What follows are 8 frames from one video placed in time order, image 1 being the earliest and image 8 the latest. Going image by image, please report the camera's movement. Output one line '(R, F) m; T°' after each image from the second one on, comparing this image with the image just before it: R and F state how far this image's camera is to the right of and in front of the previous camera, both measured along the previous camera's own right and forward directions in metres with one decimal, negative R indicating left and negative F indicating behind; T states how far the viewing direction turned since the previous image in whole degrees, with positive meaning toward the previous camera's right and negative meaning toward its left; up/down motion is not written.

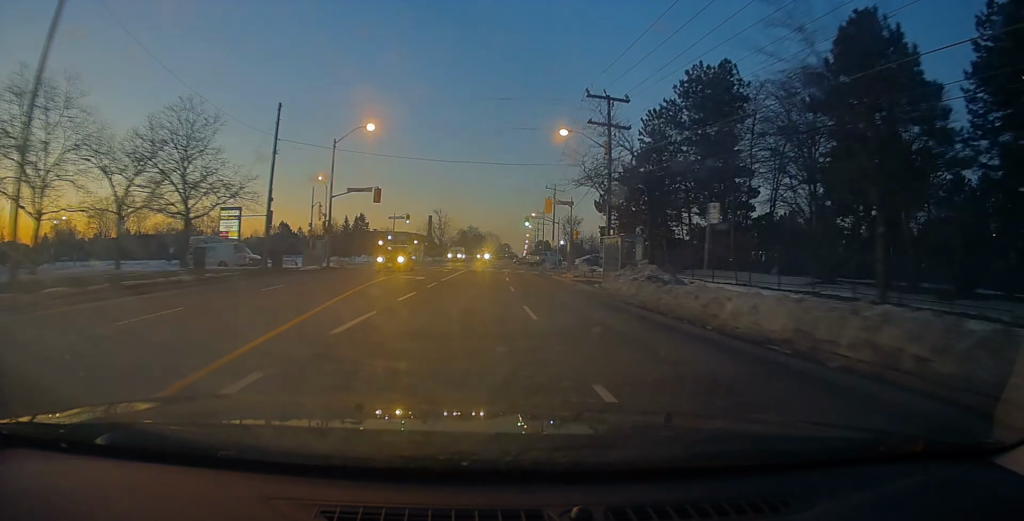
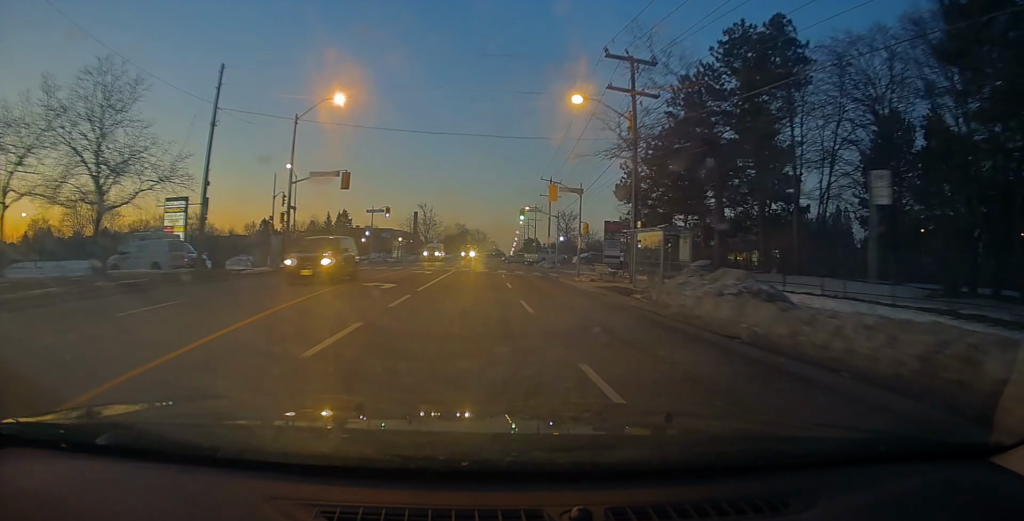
(-0.1, +8.0) m; +1°
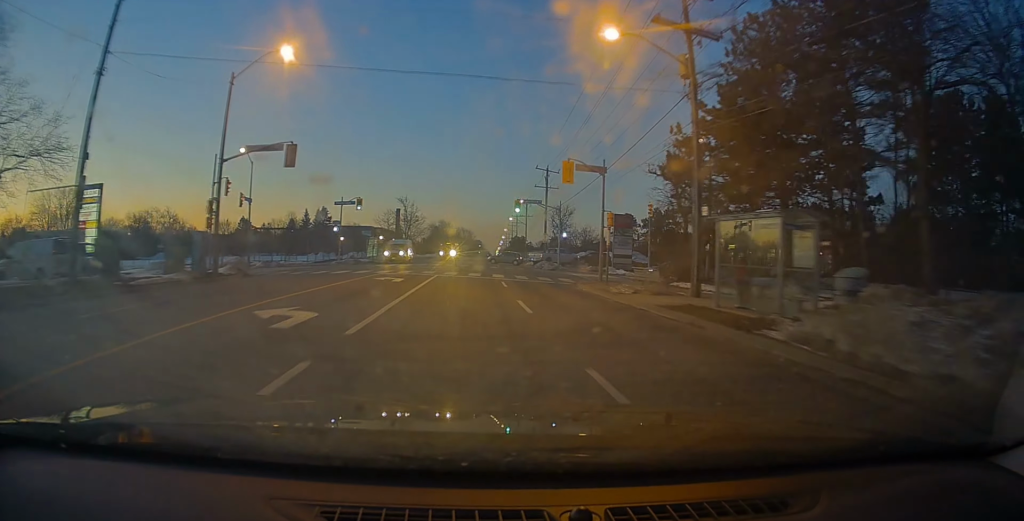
(+0.4, +9.5) m; +1°
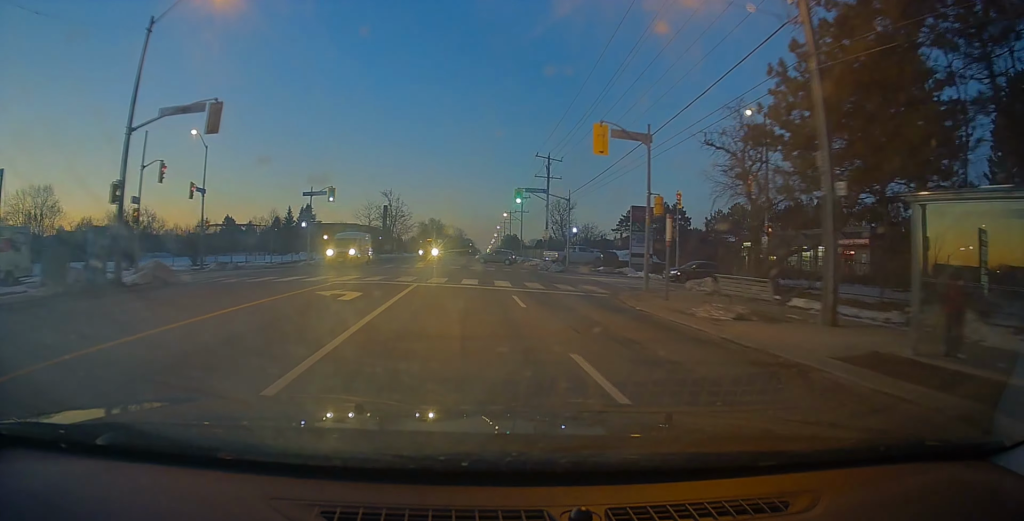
(+0.1, +8.6) m; +1°
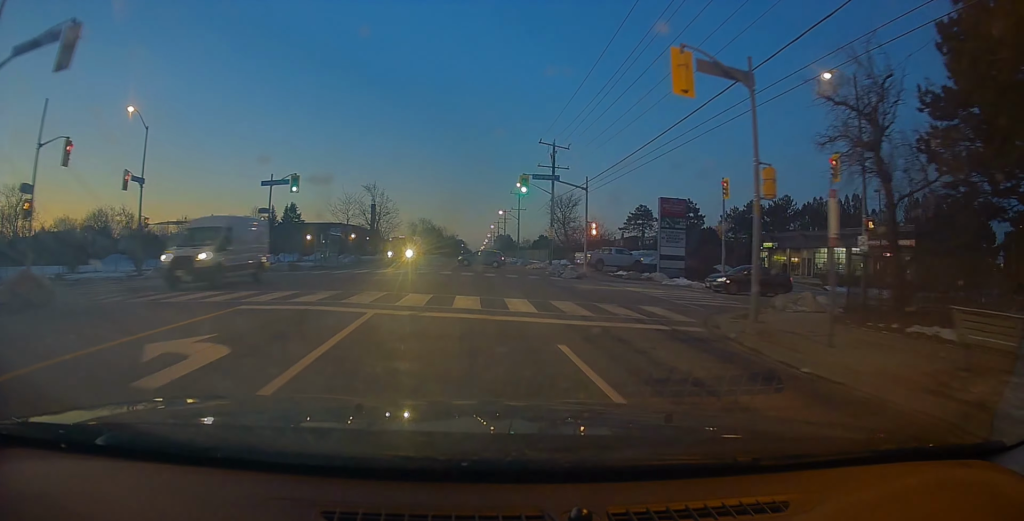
(-0.2, +9.2) m; +2°
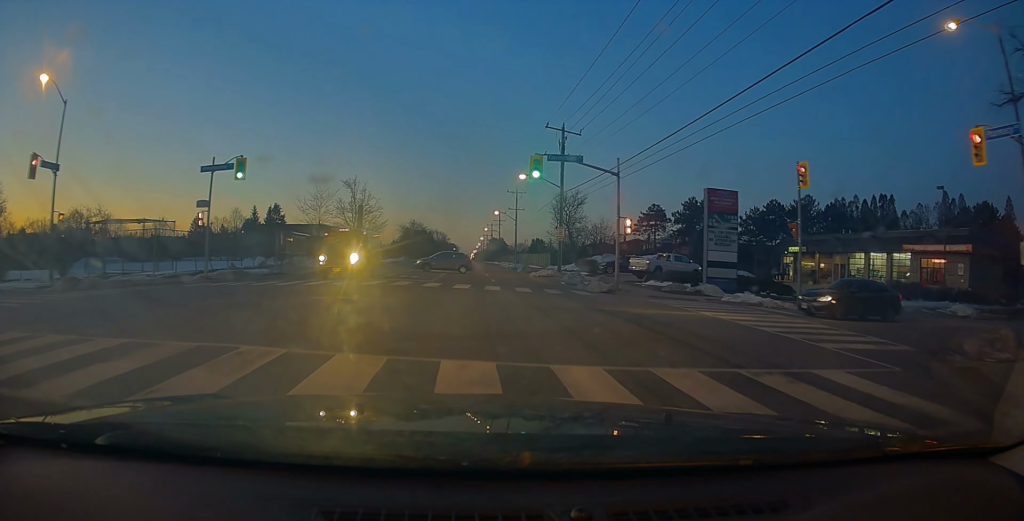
(+0.6, +9.1) m; +4°
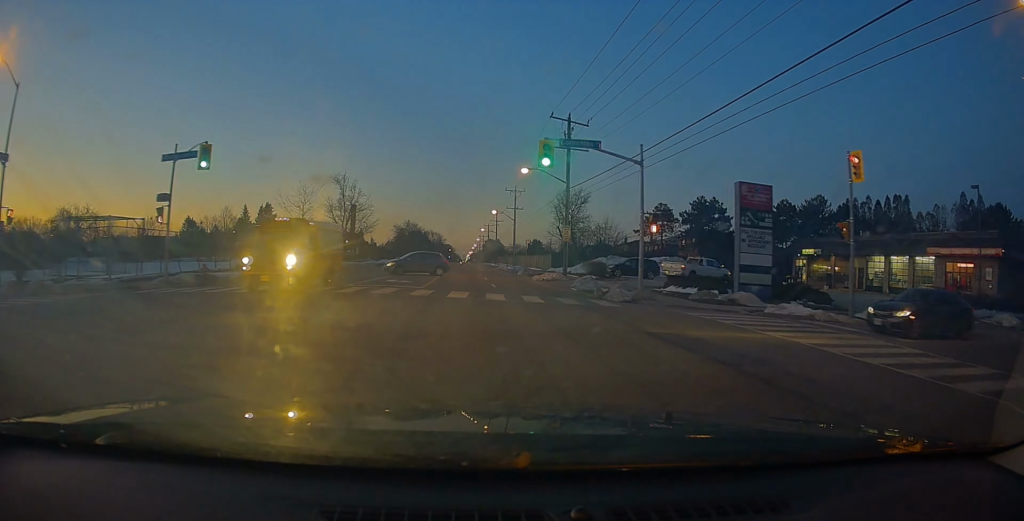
(0.0, +4.1) m; -2°
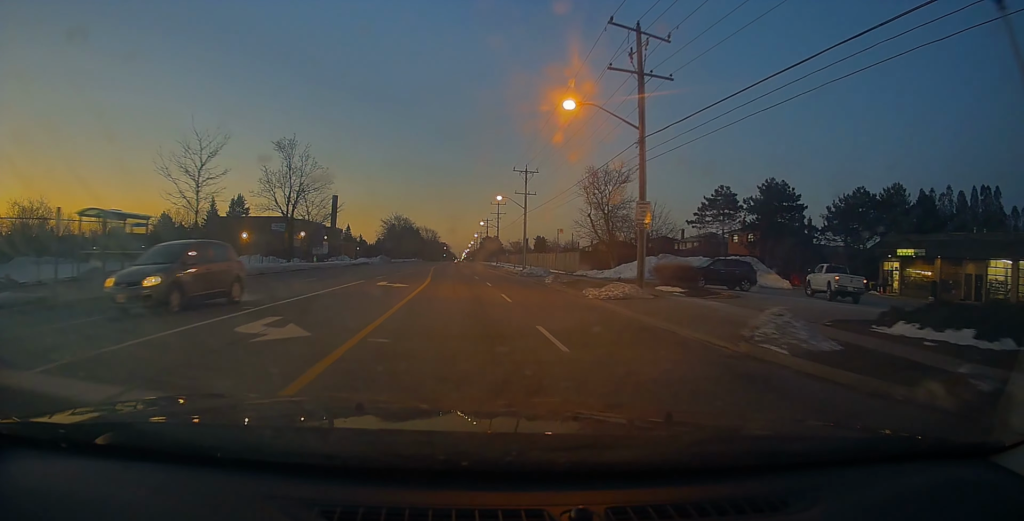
(-0.5, +17.5) m; -1°
